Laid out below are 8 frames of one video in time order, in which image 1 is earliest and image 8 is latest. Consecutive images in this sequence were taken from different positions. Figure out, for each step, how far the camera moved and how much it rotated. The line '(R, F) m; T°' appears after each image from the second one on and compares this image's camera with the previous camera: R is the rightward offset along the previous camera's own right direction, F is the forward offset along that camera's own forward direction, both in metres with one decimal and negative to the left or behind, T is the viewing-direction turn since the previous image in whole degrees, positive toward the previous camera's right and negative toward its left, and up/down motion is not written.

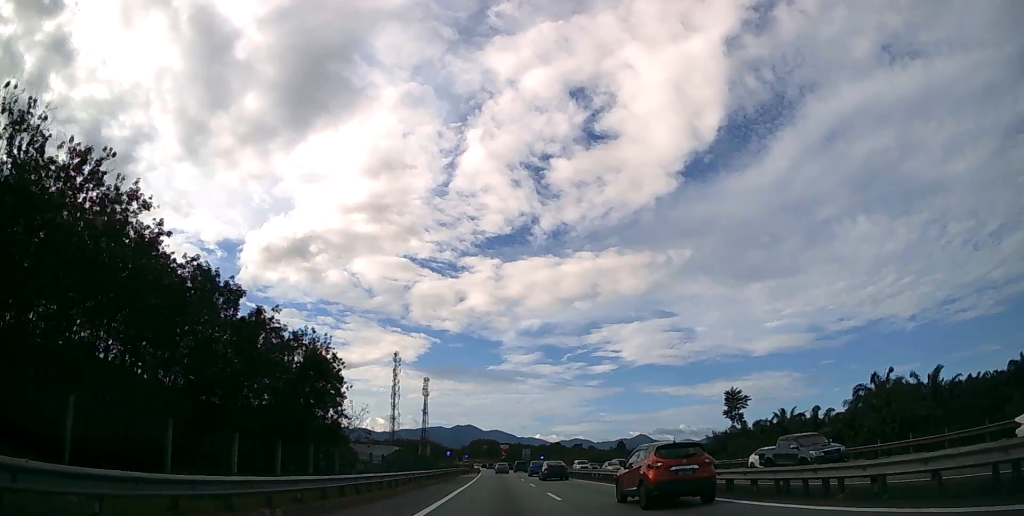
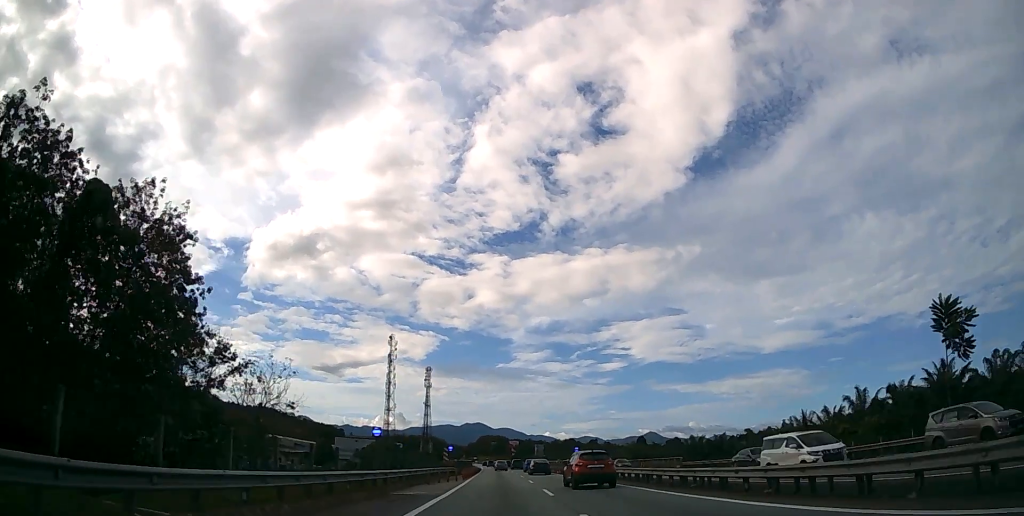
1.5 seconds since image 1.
(-0.2, +33.9) m; -1°
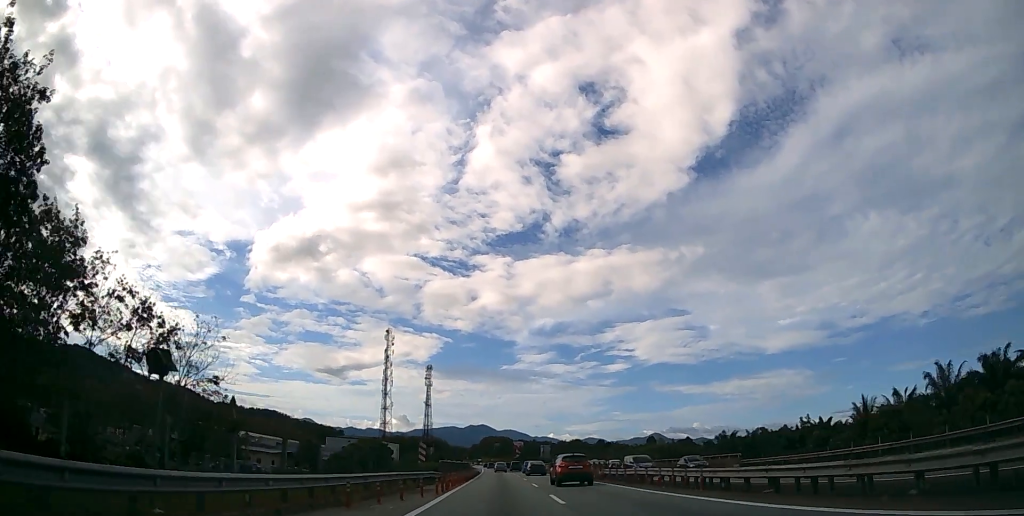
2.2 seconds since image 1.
(-0.1, +15.0) m; 0°
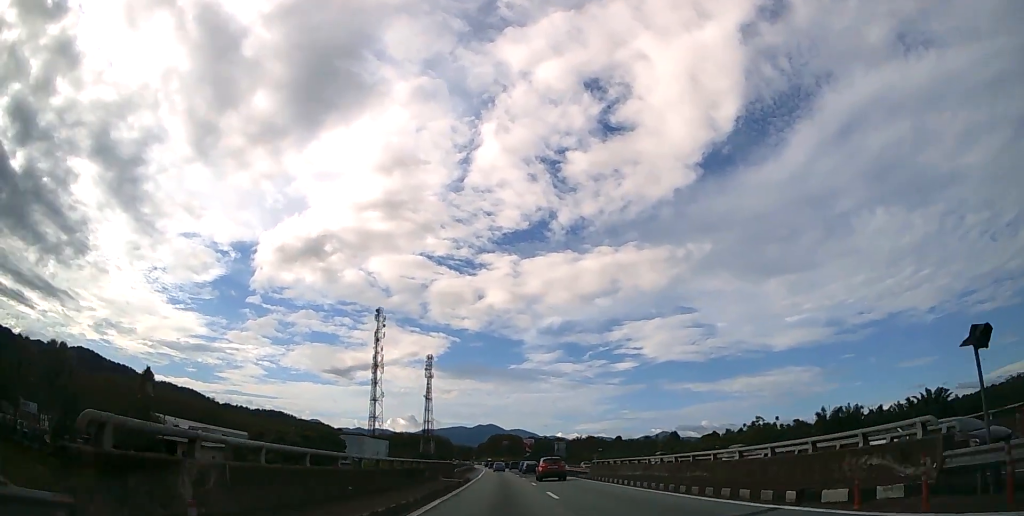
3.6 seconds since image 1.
(-0.2, +31.9) m; -1°
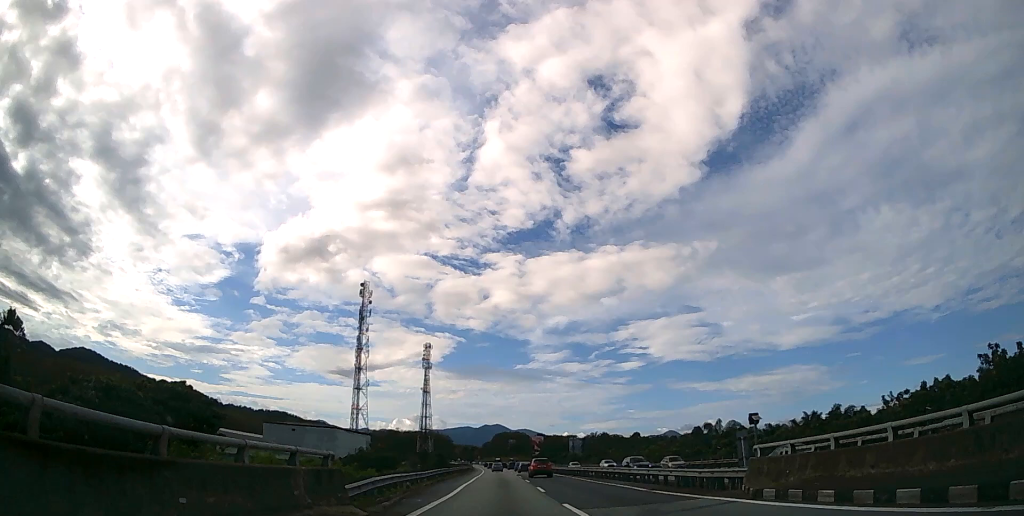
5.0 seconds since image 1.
(-0.2, +30.5) m; -1°
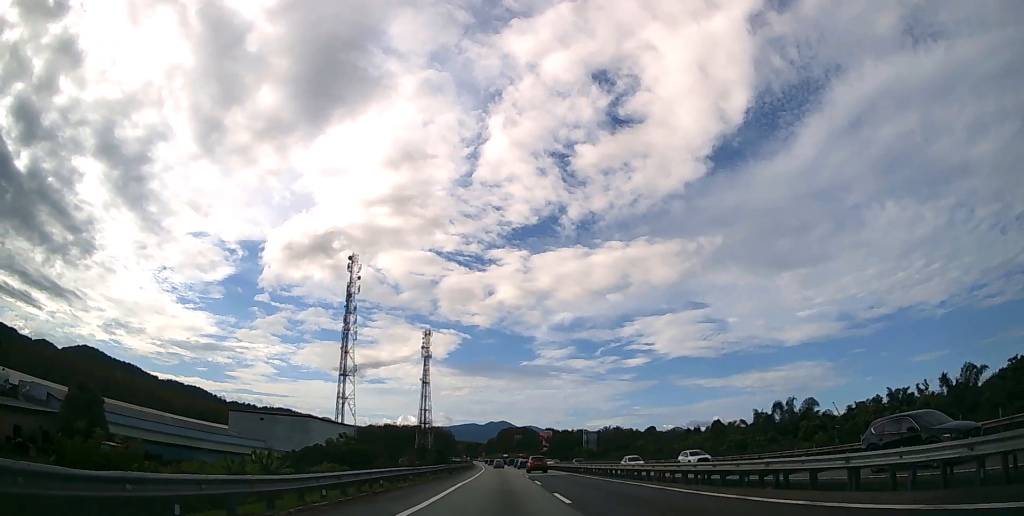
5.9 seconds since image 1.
(-0.1, +20.6) m; 0°
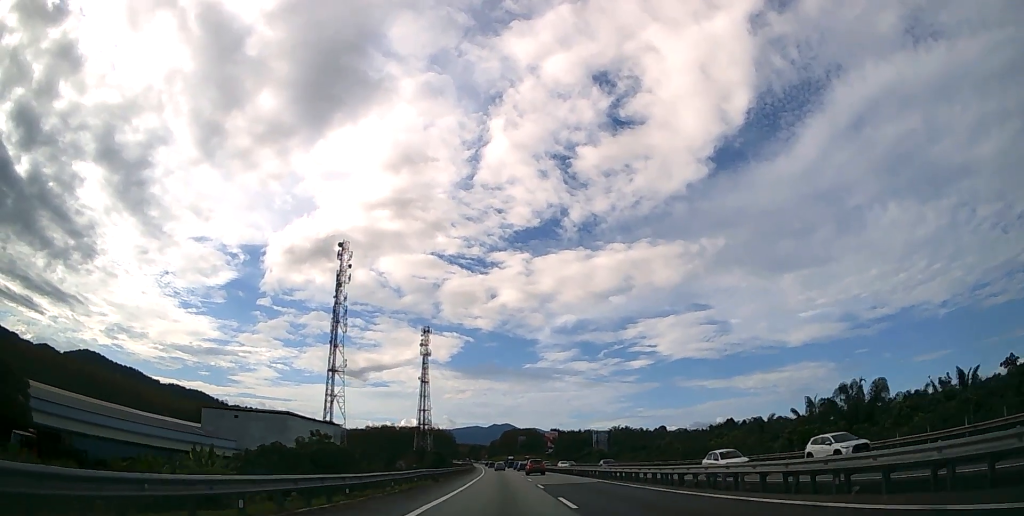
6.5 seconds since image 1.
(0.0, +12.6) m; 0°
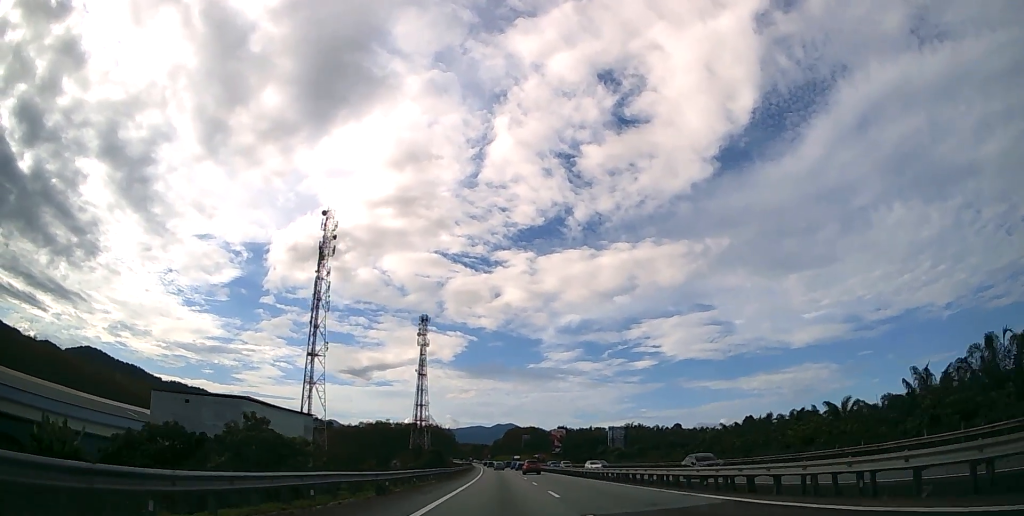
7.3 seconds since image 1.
(-0.1, +18.1) m; 0°
